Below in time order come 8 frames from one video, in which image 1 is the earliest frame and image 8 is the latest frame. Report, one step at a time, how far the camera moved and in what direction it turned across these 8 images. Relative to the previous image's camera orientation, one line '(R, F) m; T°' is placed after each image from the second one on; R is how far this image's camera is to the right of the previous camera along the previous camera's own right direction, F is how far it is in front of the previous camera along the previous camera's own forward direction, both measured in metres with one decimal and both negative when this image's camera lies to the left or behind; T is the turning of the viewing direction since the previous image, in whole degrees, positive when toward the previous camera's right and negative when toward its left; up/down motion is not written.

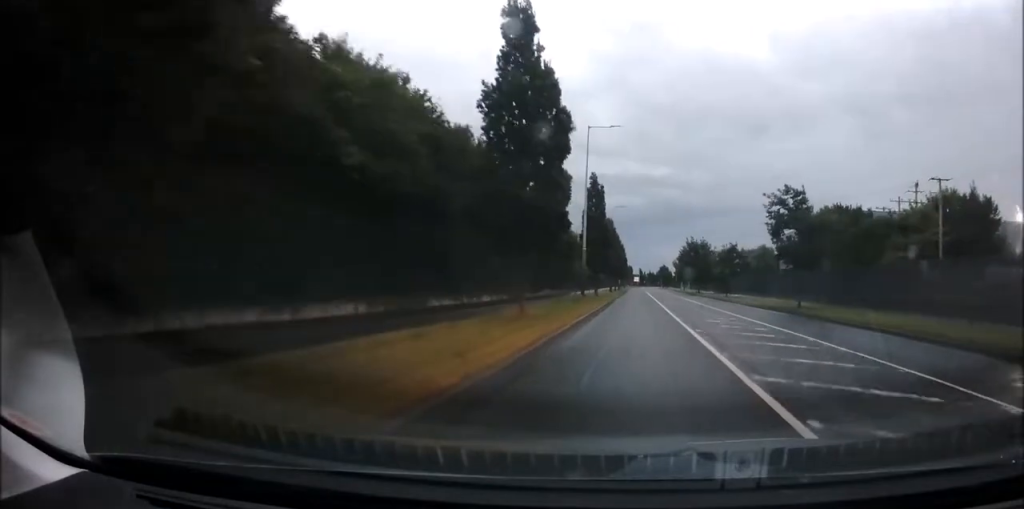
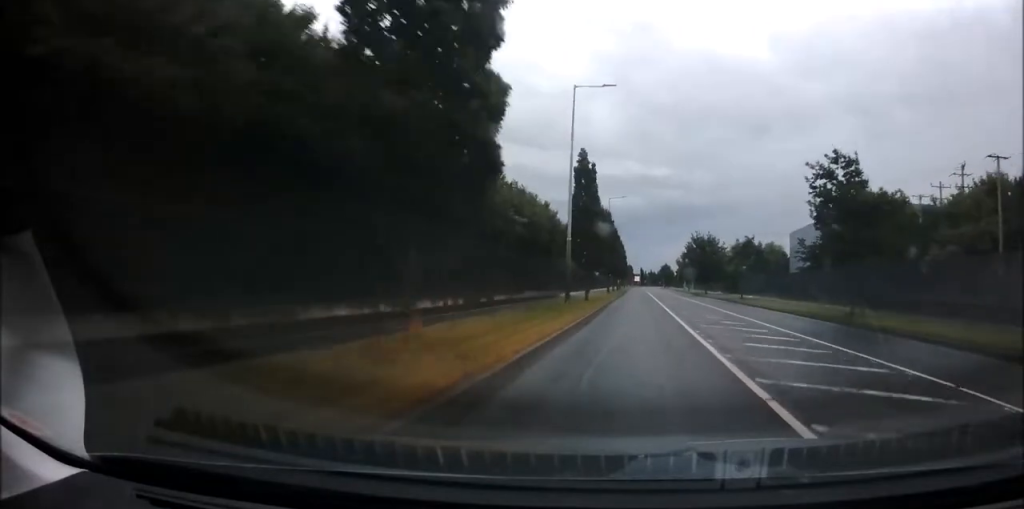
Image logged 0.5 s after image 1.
(+0.1, +8.6) m; +1°
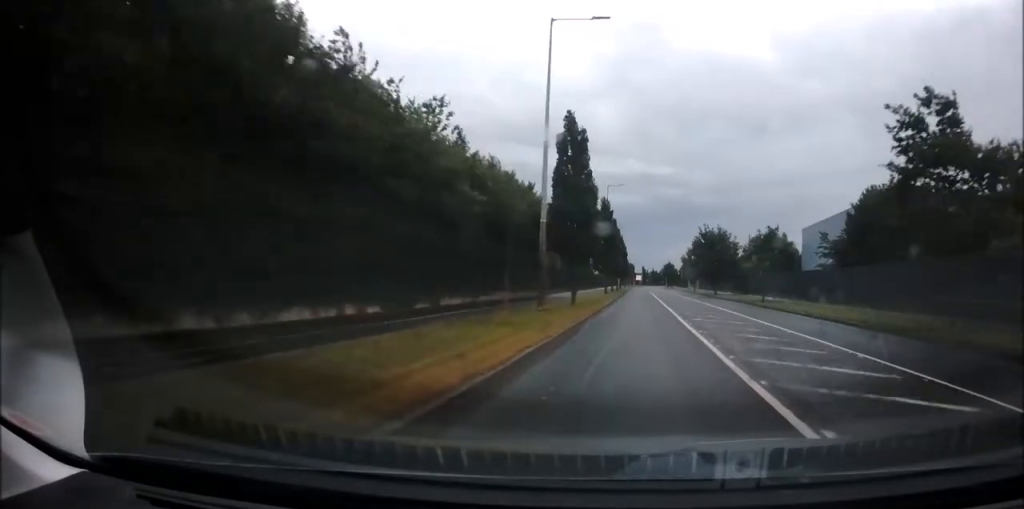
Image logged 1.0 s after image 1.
(0.0, +8.6) m; 0°
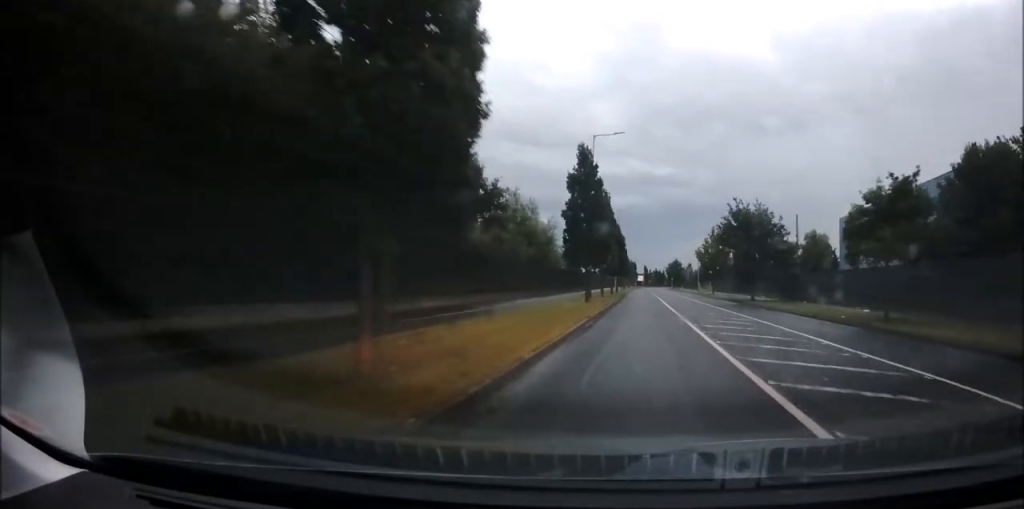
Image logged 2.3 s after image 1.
(0.0, +22.4) m; -1°
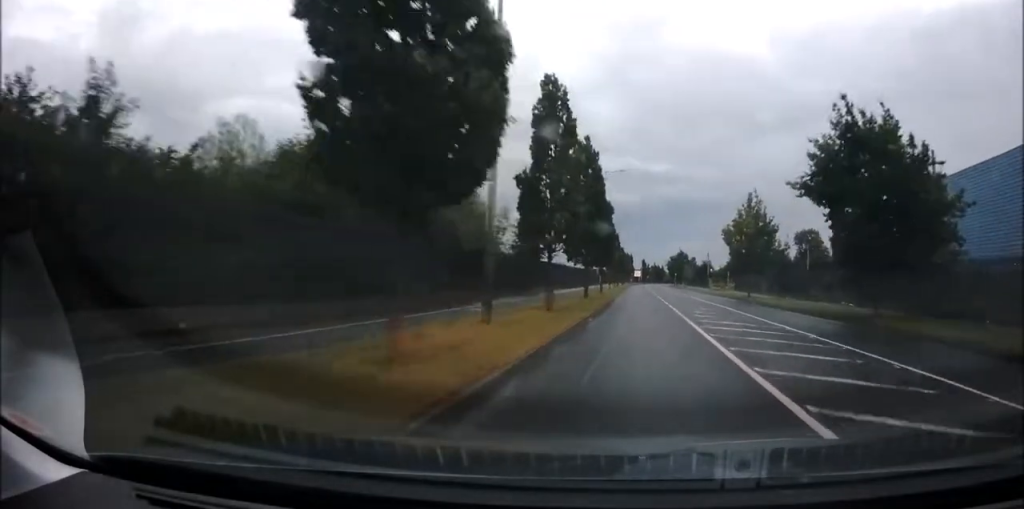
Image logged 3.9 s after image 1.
(-0.1, +26.8) m; +1°
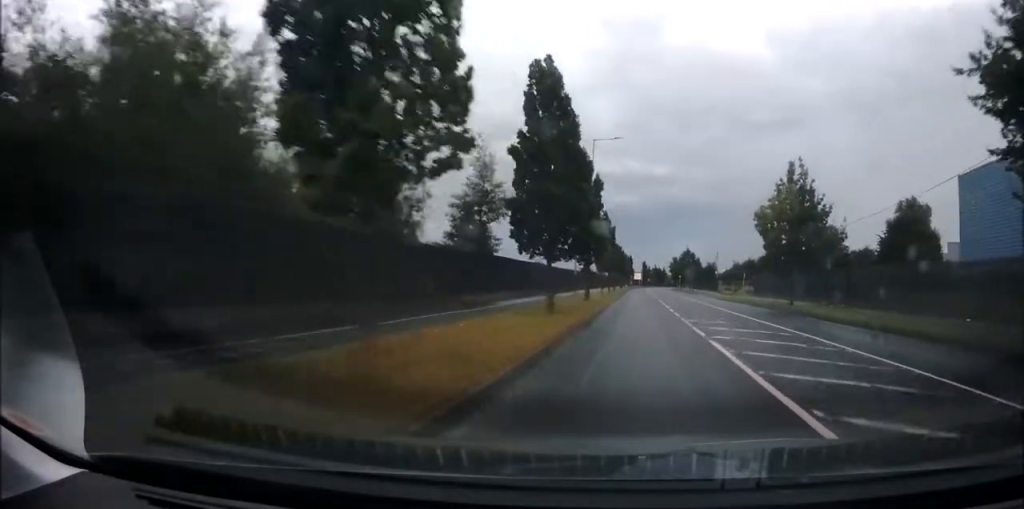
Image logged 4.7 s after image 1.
(+0.2, +14.3) m; 0°
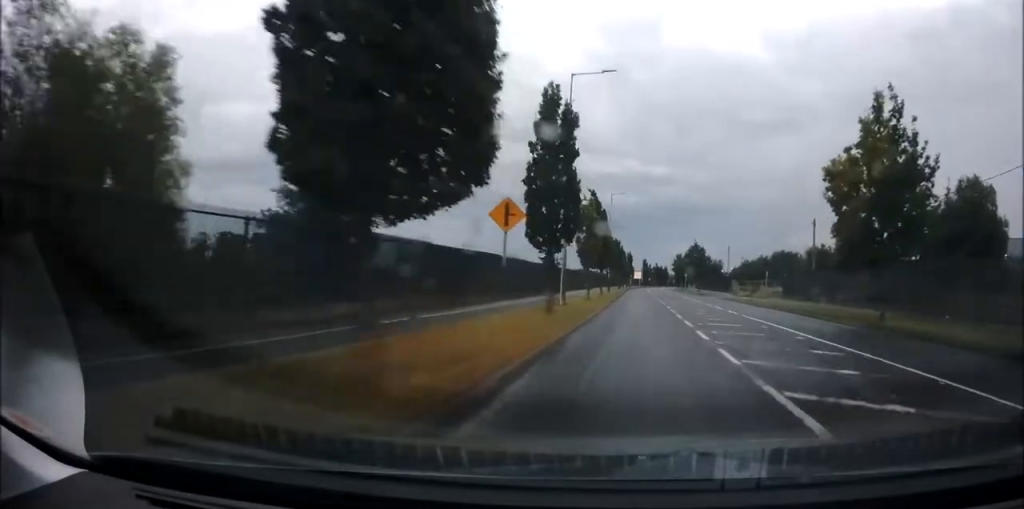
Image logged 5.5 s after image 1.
(0.0, +14.3) m; -1°
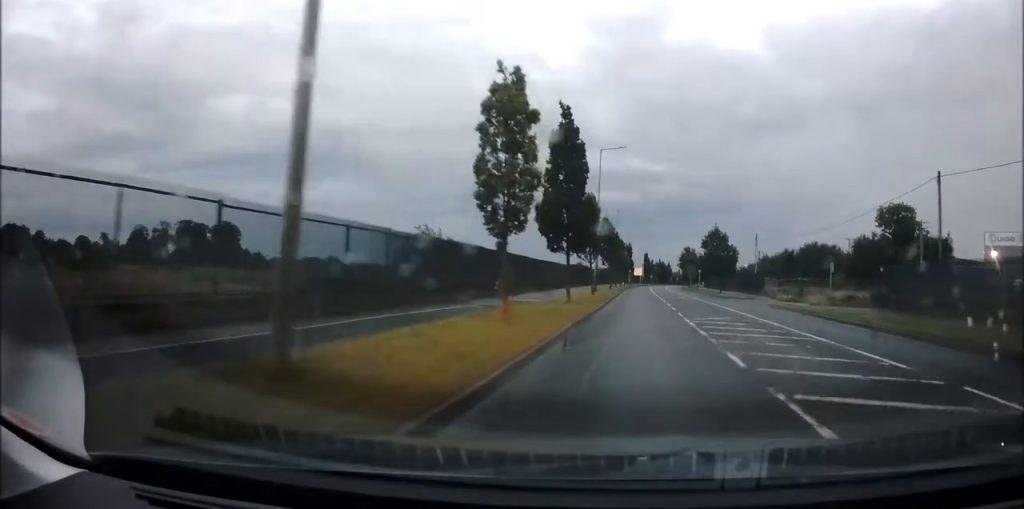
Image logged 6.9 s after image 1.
(-0.3, +22.4) m; 0°
